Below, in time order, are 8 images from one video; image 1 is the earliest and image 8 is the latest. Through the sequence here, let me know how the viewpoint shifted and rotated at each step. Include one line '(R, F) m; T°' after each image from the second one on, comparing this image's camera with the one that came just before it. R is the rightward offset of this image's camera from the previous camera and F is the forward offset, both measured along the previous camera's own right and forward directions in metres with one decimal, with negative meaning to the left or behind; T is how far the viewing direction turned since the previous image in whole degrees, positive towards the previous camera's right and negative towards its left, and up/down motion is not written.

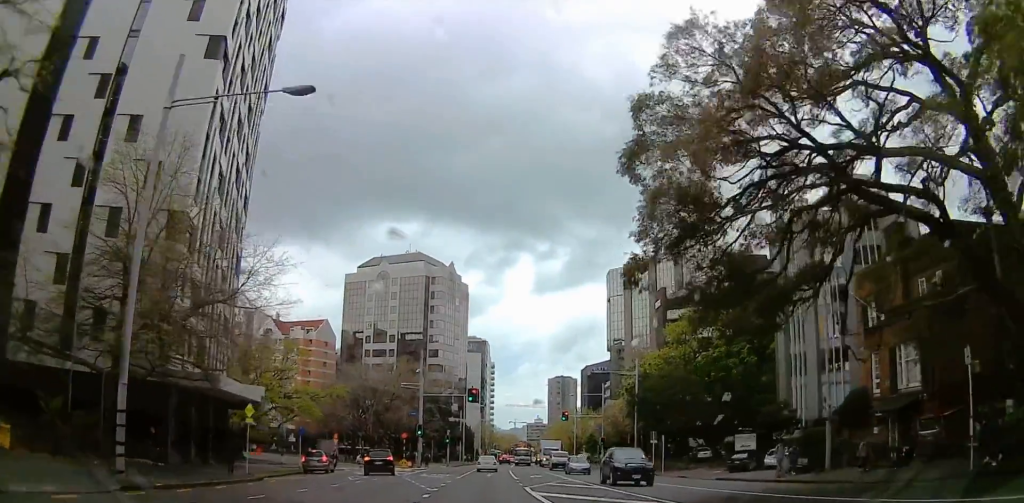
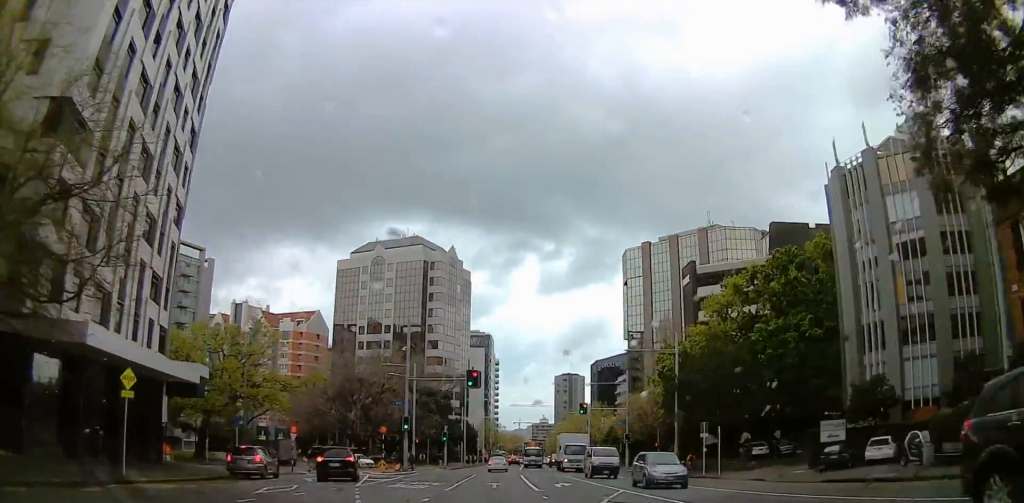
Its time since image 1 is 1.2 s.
(-0.8, +13.2) m; +1°
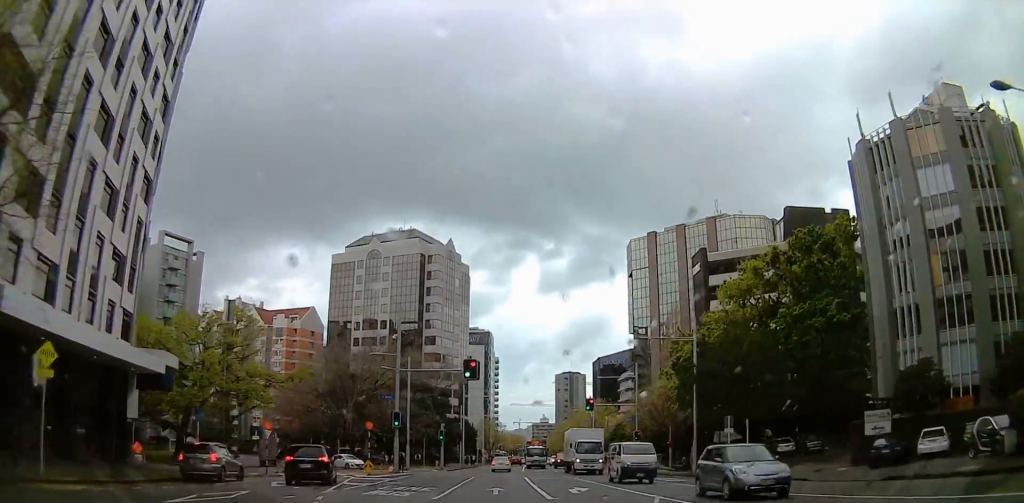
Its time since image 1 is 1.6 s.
(+0.2, +5.4) m; +3°
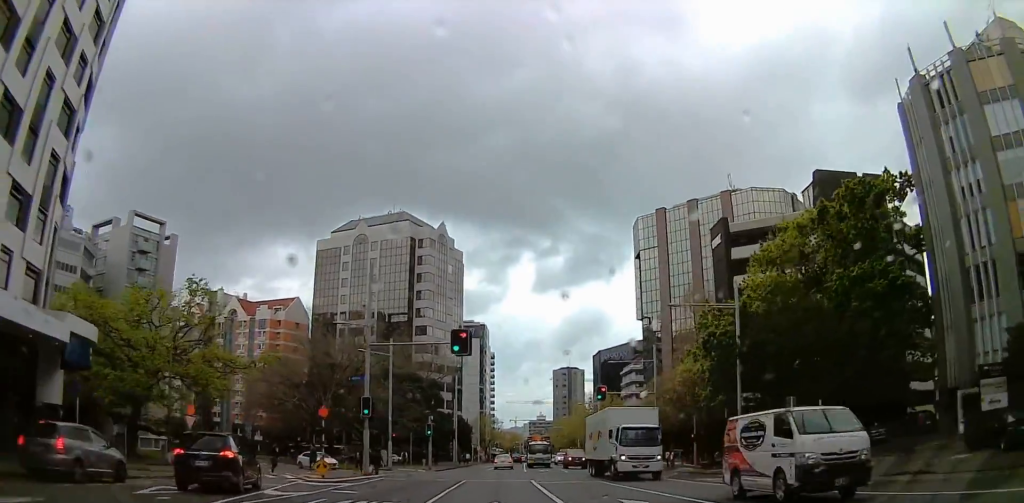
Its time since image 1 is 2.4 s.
(+0.5, +10.6) m; +3°
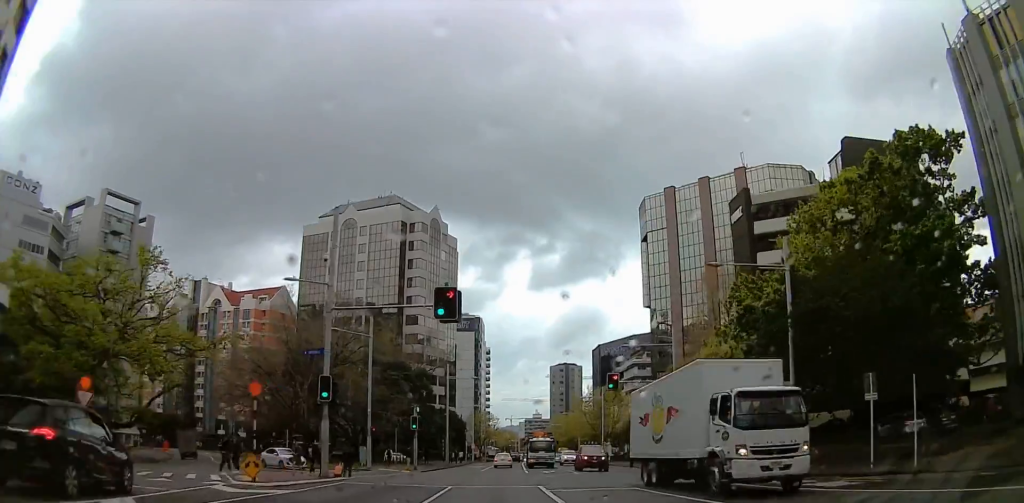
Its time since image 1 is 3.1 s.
(0.0, +7.5) m; 0°
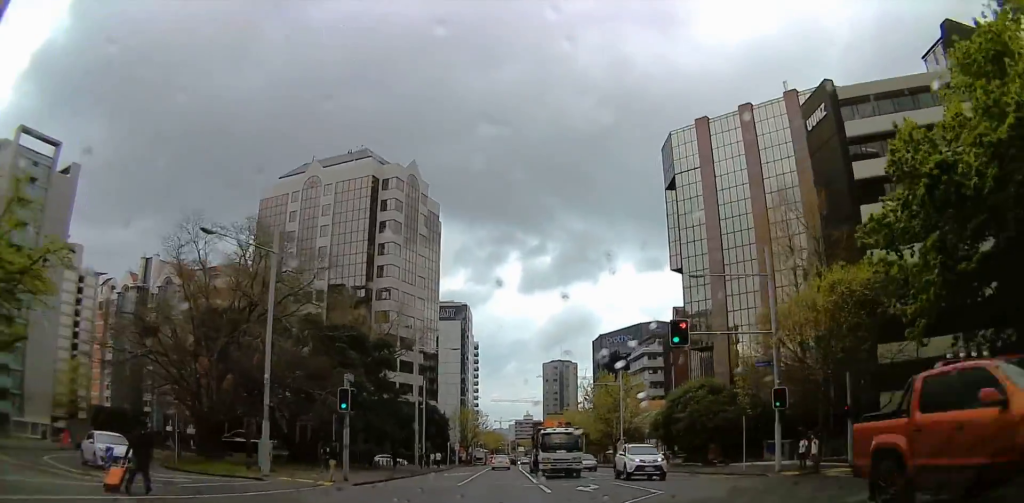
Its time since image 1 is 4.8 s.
(+0.5, +18.8) m; +3°
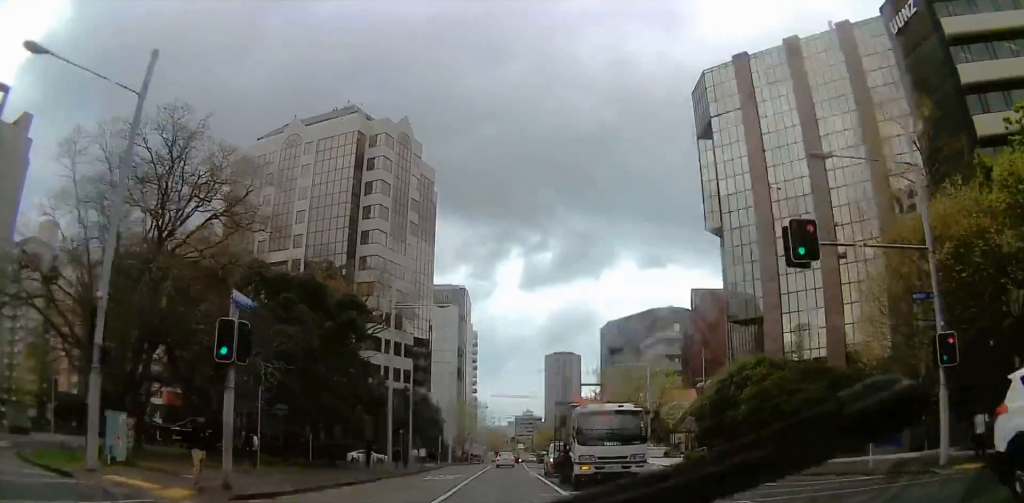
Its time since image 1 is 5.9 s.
(+0.2, +13.1) m; 0°
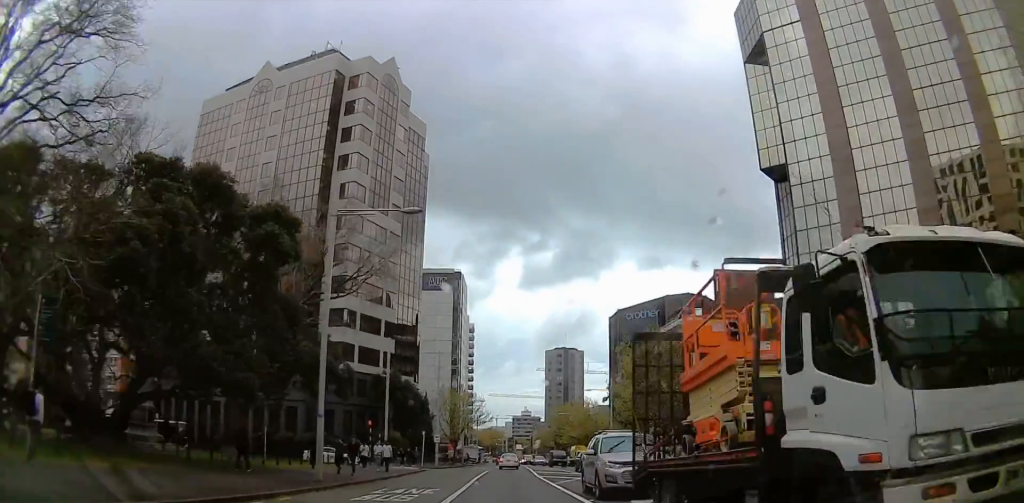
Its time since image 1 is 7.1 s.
(-0.3, +16.2) m; -1°
